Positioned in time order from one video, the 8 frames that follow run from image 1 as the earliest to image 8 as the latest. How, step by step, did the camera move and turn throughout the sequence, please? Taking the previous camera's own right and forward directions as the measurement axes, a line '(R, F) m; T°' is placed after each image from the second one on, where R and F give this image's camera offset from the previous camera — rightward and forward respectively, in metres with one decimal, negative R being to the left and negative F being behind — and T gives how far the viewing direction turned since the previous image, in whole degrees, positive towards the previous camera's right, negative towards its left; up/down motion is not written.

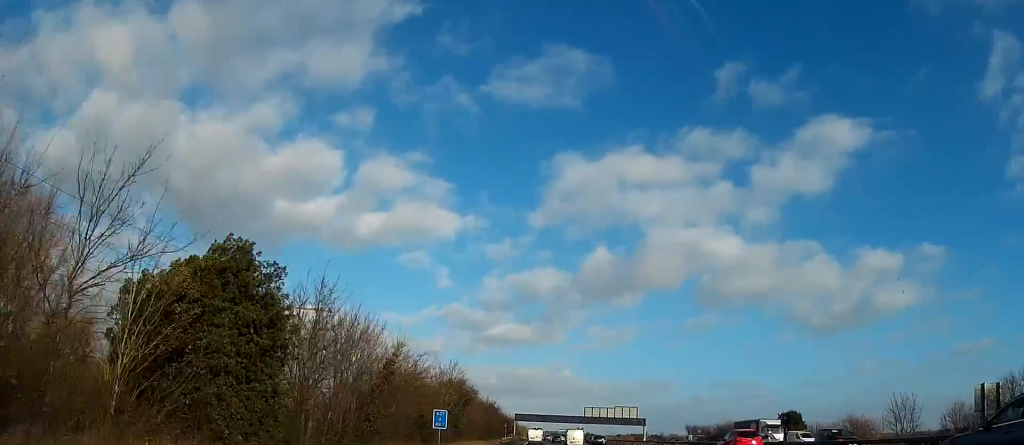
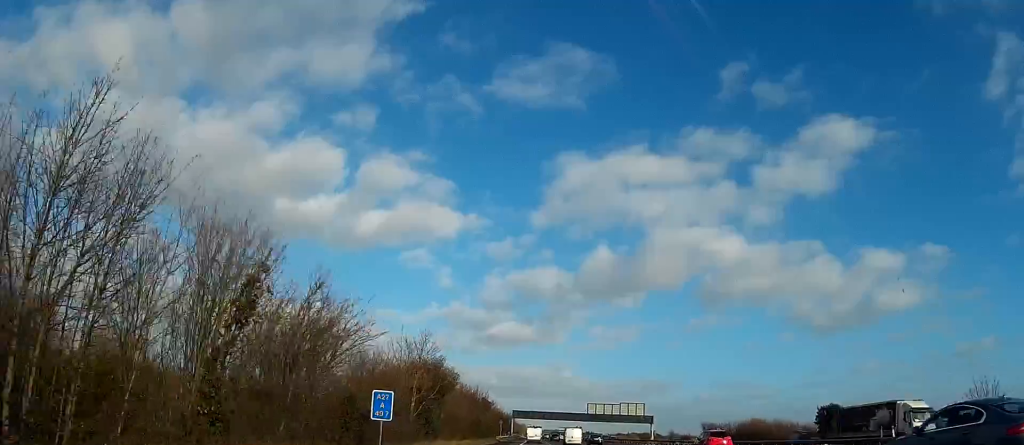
(-0.3, +15.3) m; 0°
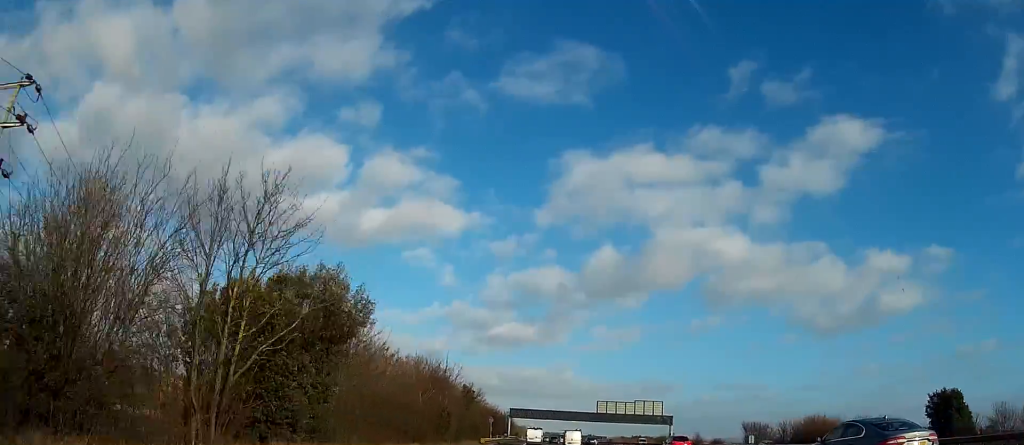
(+0.7, +26.9) m; +1°
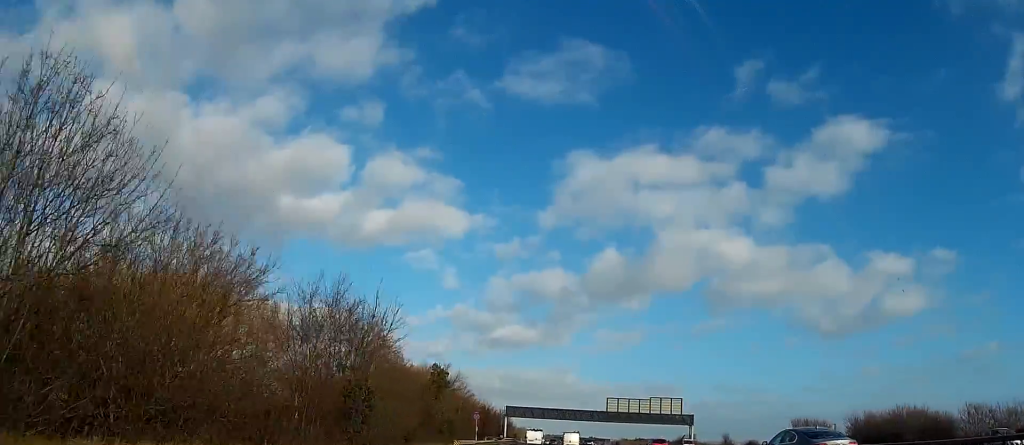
(0.0, +22.2) m; 0°
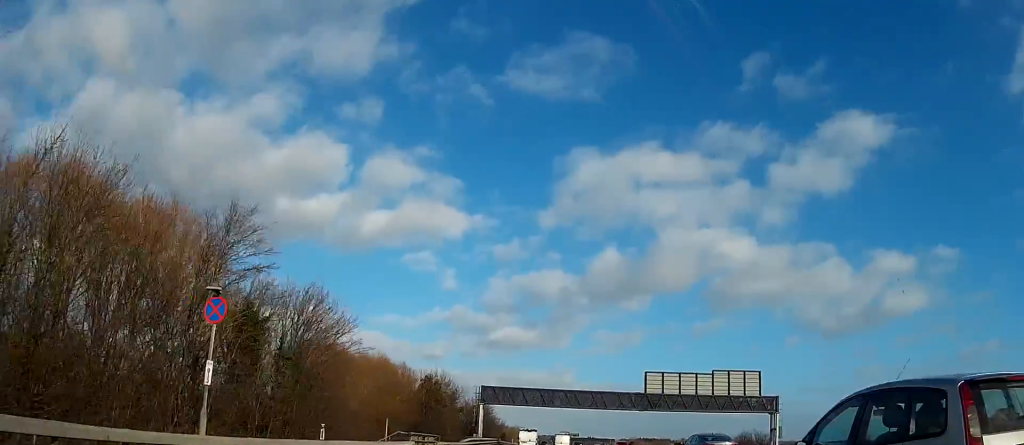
(-0.6, +55.5) m; -1°
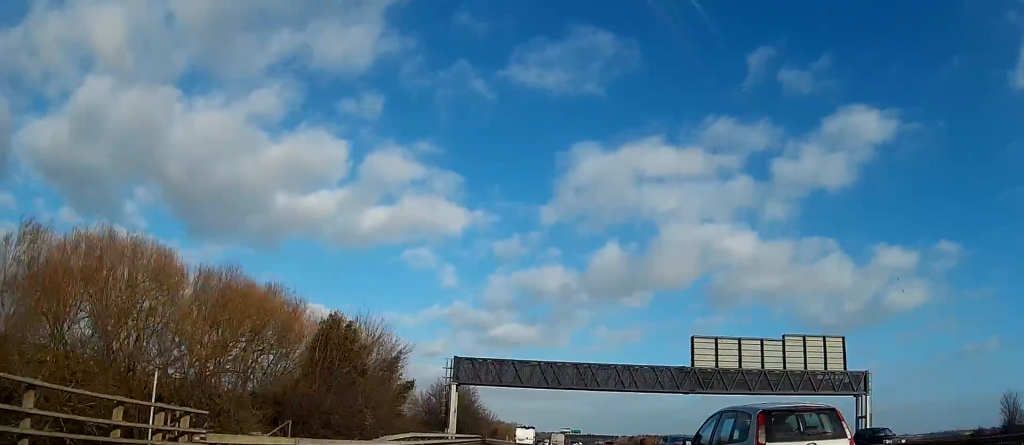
(+0.3, +27.6) m; 0°
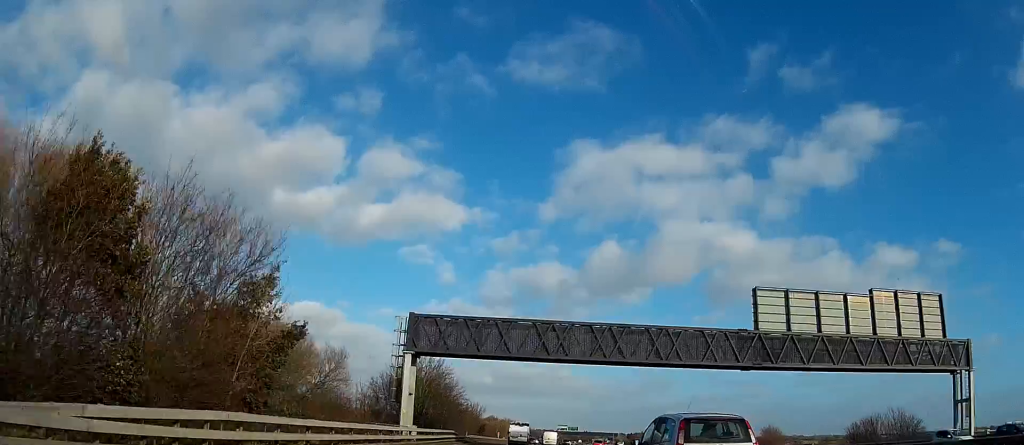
(0.0, +19.5) m; 0°
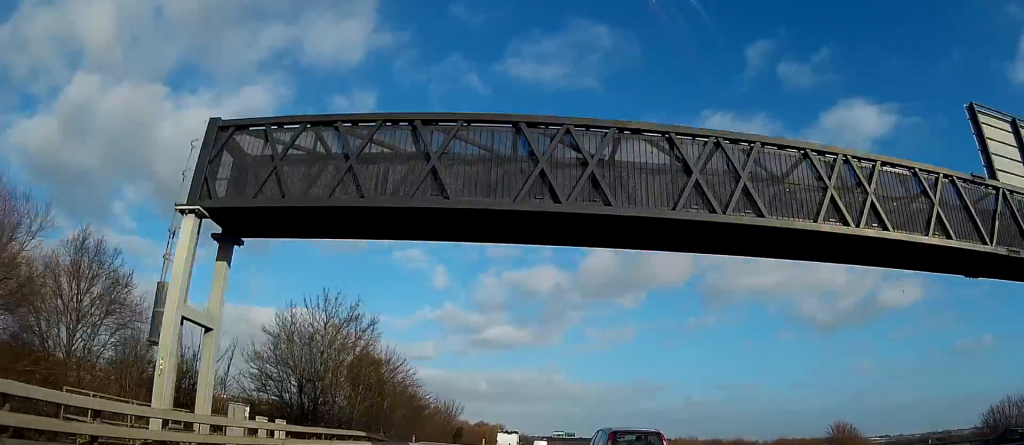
(-0.1, +26.4) m; 0°
